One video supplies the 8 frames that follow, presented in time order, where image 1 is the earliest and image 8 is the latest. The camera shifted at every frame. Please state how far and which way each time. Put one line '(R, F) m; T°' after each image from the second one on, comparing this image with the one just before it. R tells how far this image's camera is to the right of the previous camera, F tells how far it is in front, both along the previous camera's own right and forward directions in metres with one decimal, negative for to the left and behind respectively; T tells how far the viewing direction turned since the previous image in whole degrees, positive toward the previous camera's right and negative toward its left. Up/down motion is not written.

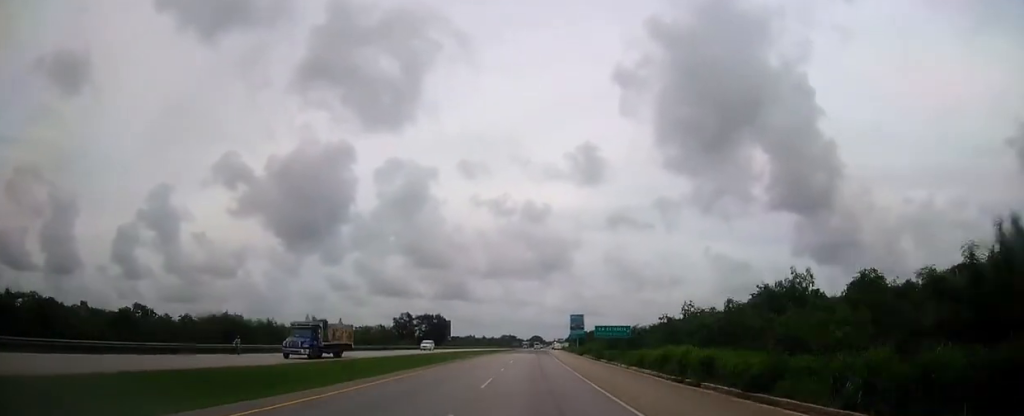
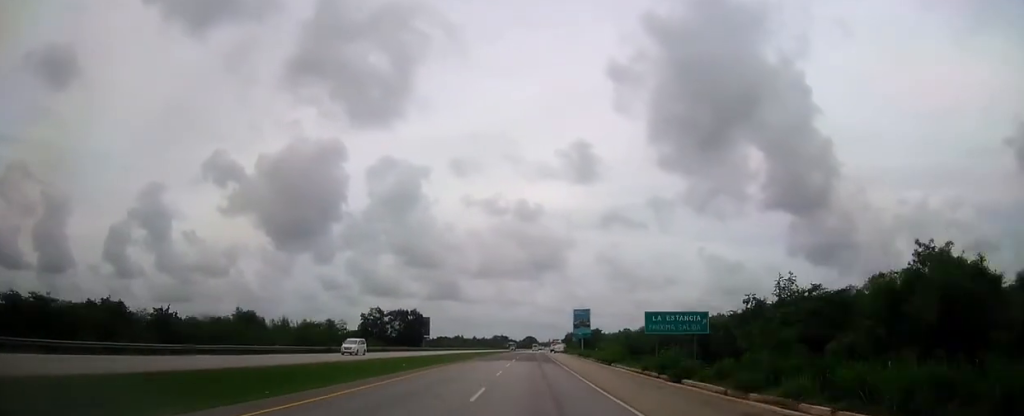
(+0.2, +28.0) m; 0°
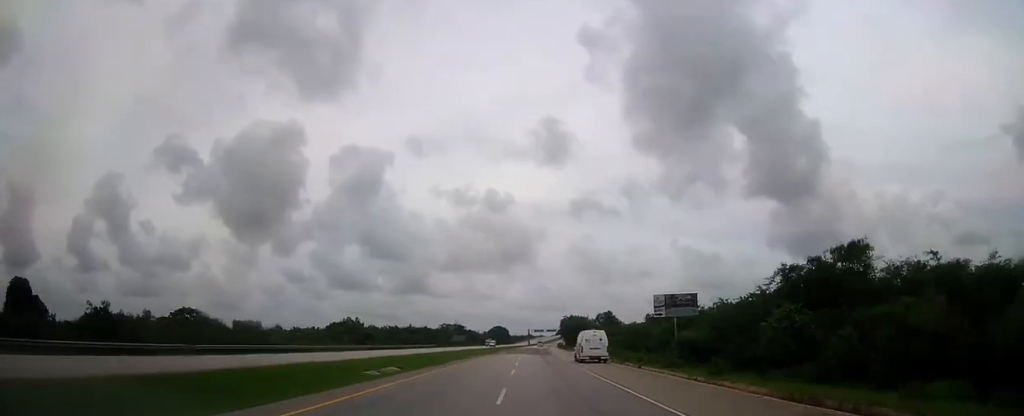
(+3.7, +156.9) m; +3°
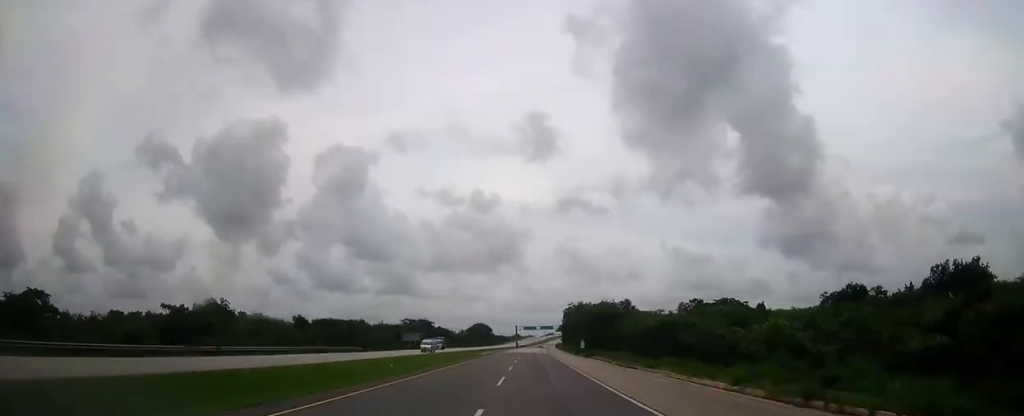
(+0.7, +64.5) m; +1°
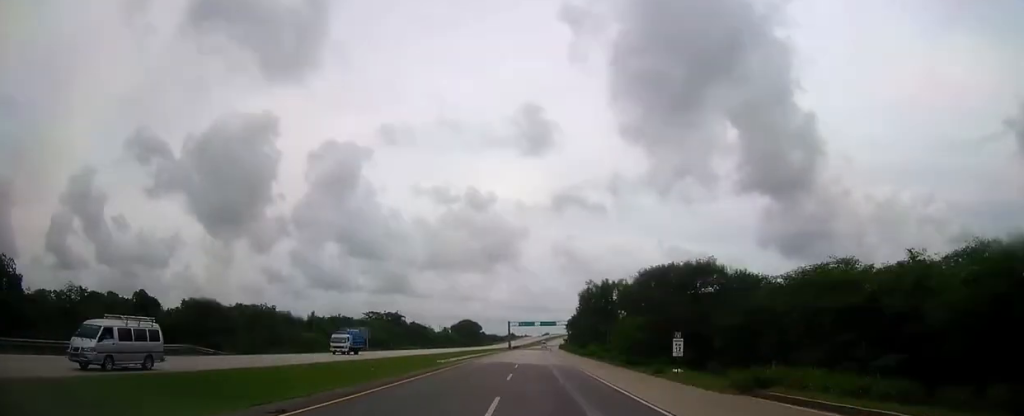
(+0.3, +44.8) m; +1°
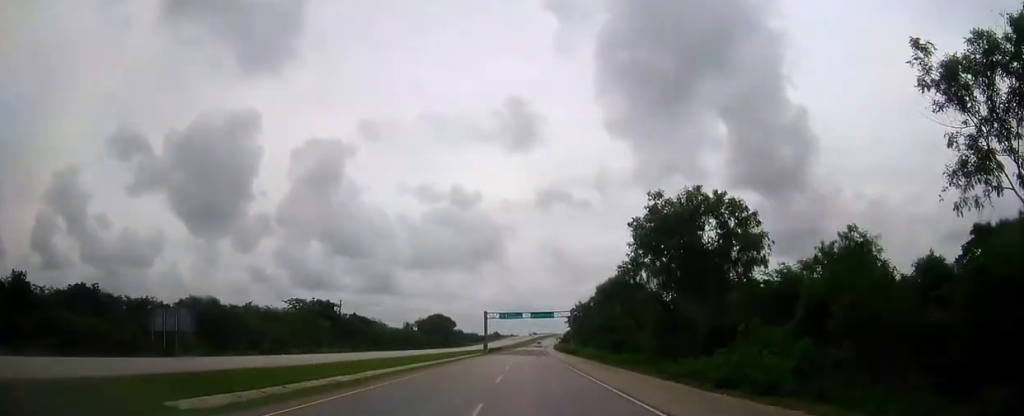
(+0.2, +50.1) m; +1°
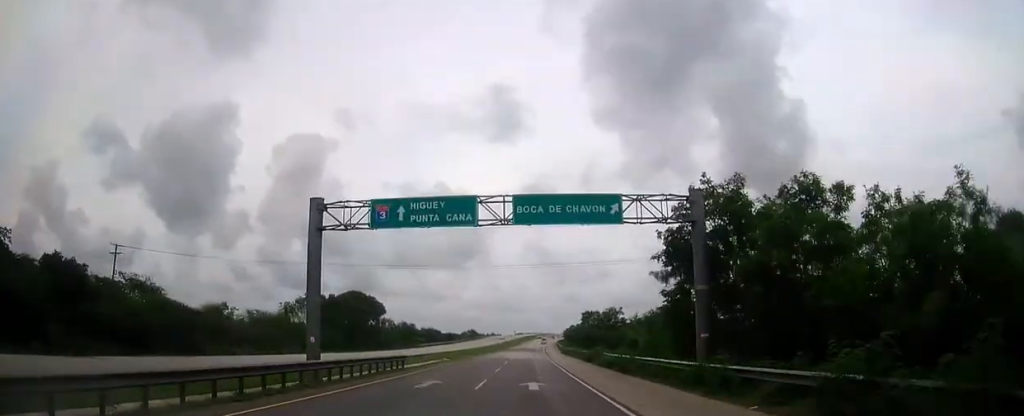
(+1.4, +87.4) m; +1°
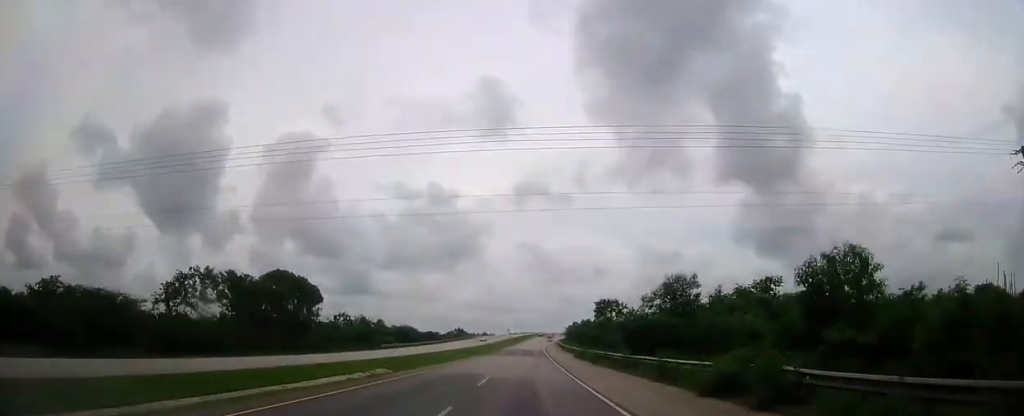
(+0.2, +33.6) m; 0°
